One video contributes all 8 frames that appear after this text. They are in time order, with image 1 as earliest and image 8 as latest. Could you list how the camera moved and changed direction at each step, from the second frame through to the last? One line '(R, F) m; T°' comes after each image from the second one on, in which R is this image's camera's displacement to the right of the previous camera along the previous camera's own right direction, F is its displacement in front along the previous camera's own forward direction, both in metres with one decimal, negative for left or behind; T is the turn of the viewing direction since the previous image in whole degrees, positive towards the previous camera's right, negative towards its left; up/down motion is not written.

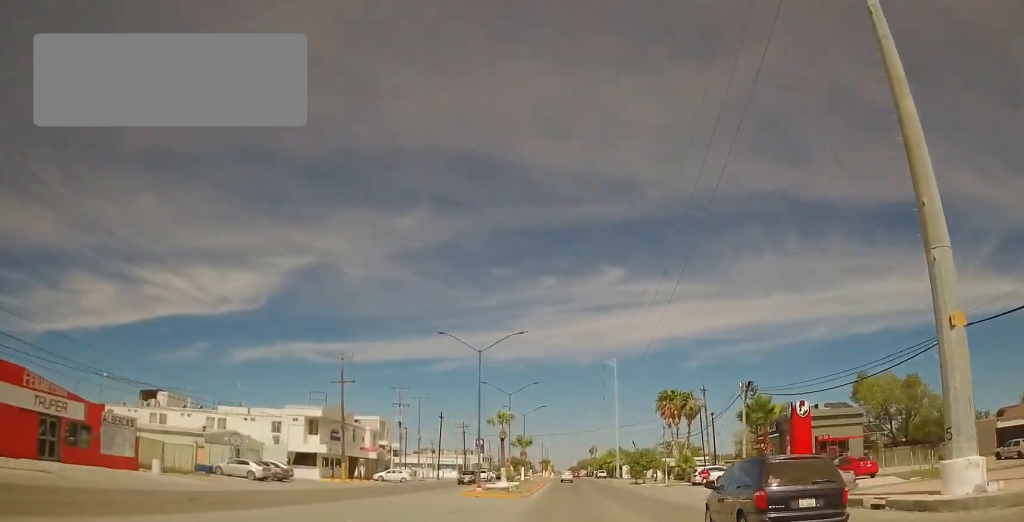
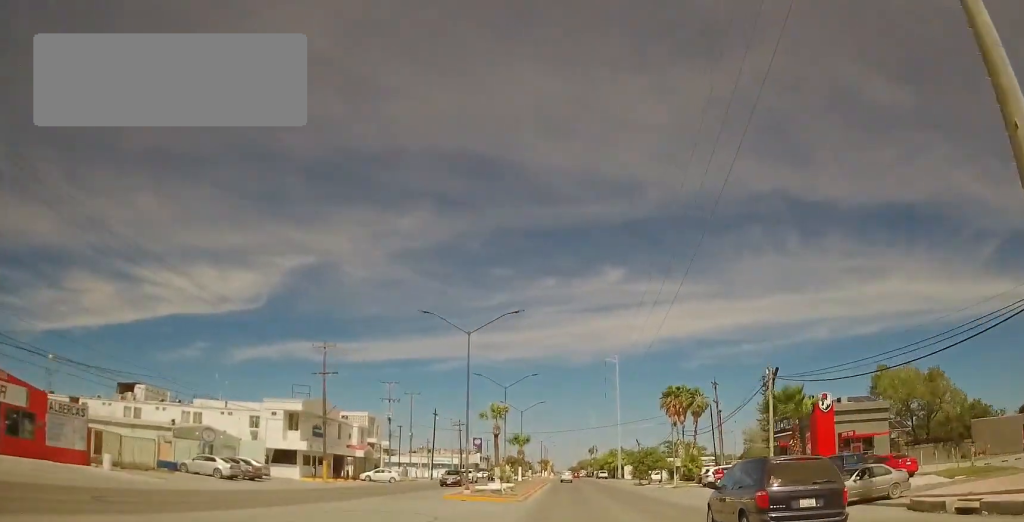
(0.0, +4.7) m; 0°
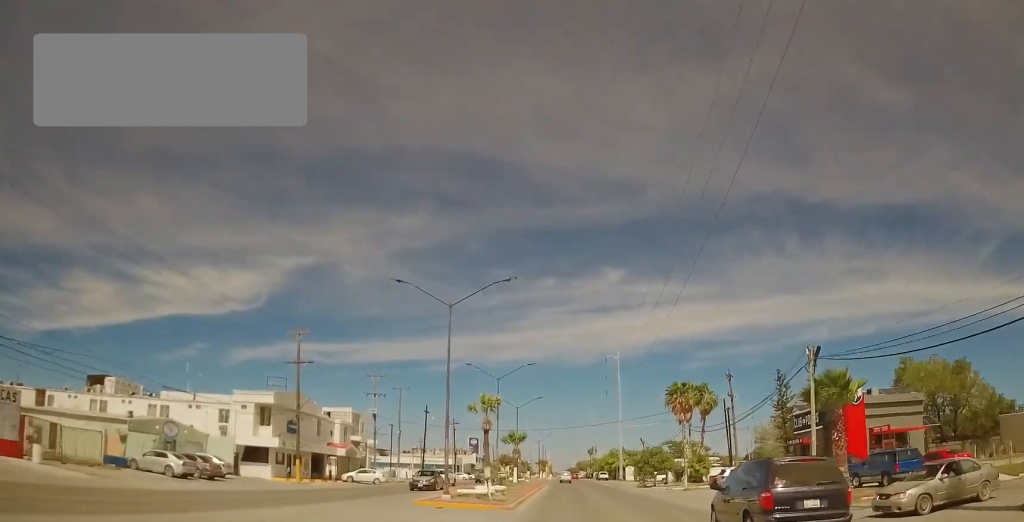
(0.0, +5.5) m; 0°
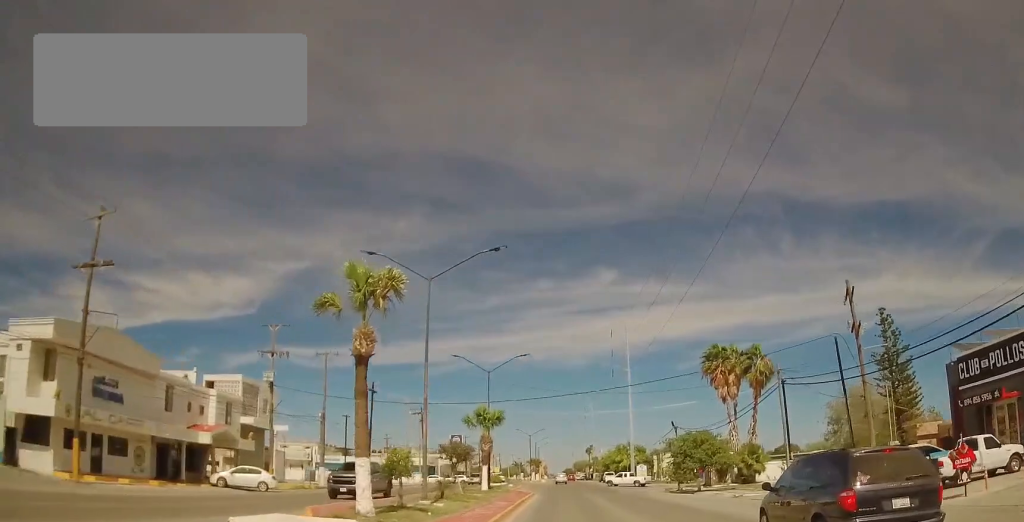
(-0.4, +24.4) m; -2°
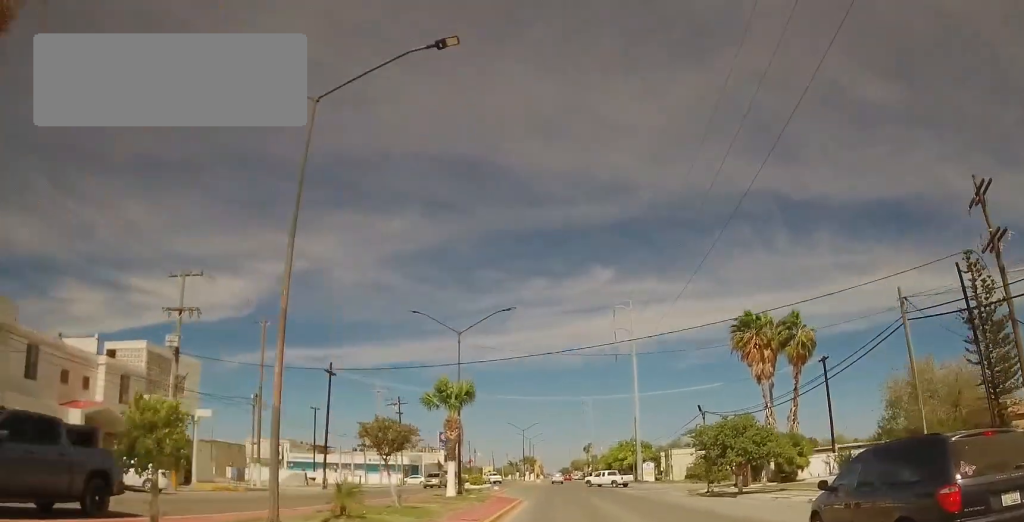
(0.0, +12.0) m; 0°
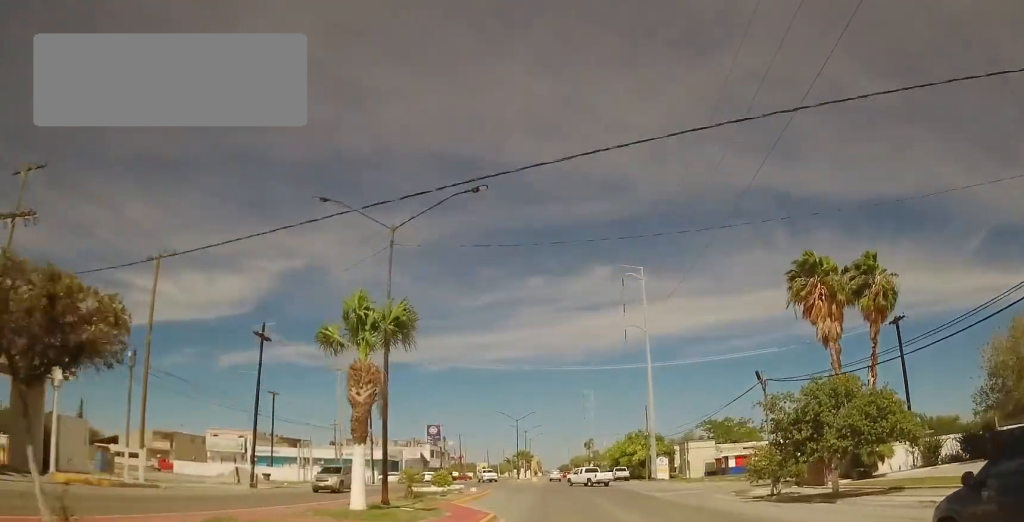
(0.0, +13.6) m; 0°
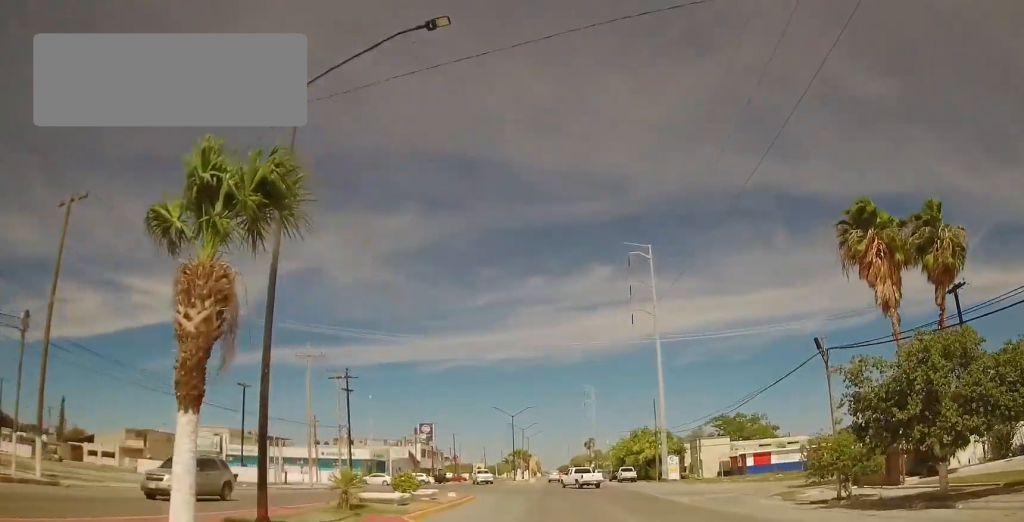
(0.0, +7.8) m; 0°
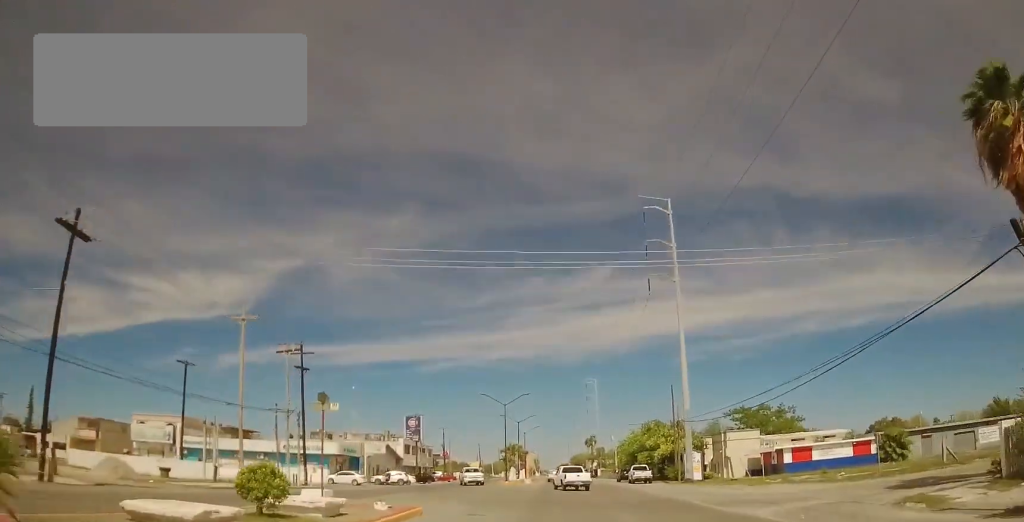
(0.0, +12.5) m; 0°
